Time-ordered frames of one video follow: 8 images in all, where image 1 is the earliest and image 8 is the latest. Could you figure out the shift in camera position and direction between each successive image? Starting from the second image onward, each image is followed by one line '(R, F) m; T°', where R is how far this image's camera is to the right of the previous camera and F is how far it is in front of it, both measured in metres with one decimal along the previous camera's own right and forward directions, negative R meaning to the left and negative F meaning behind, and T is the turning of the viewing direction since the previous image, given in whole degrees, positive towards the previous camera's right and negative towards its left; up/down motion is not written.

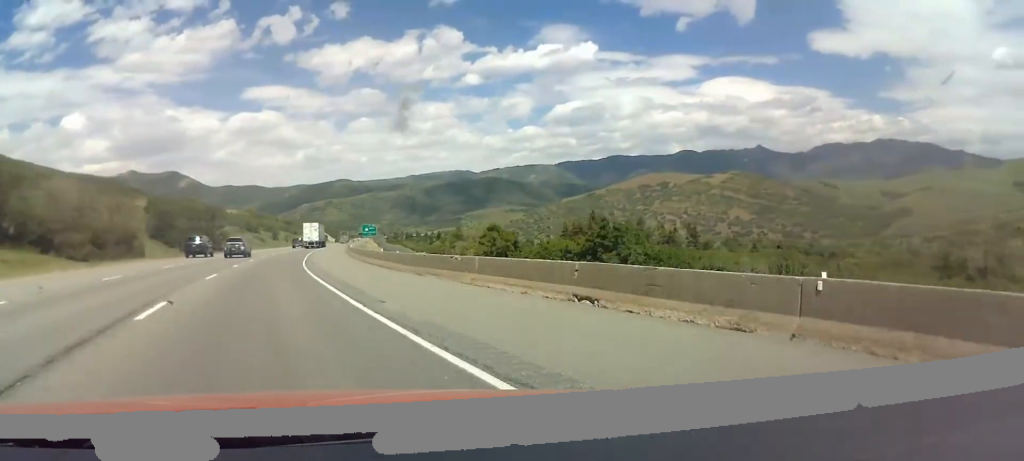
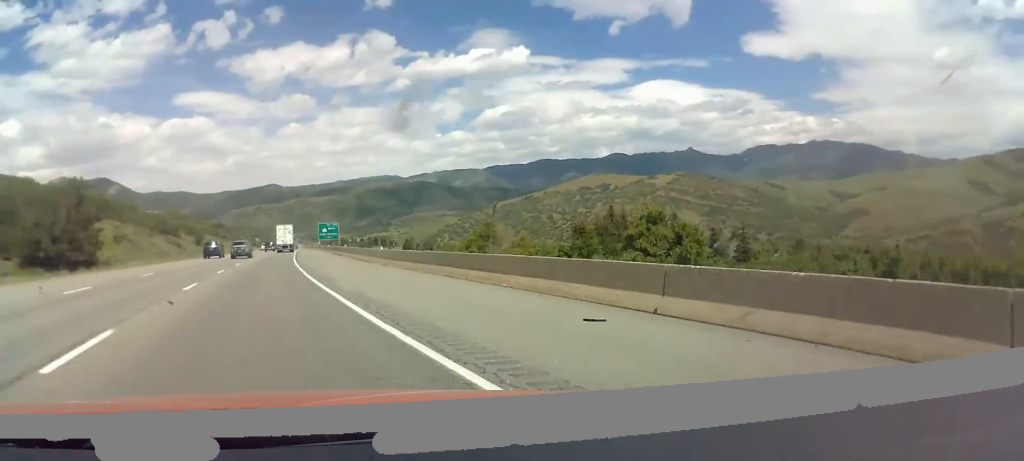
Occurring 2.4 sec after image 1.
(+4.8, +64.0) m; +4°
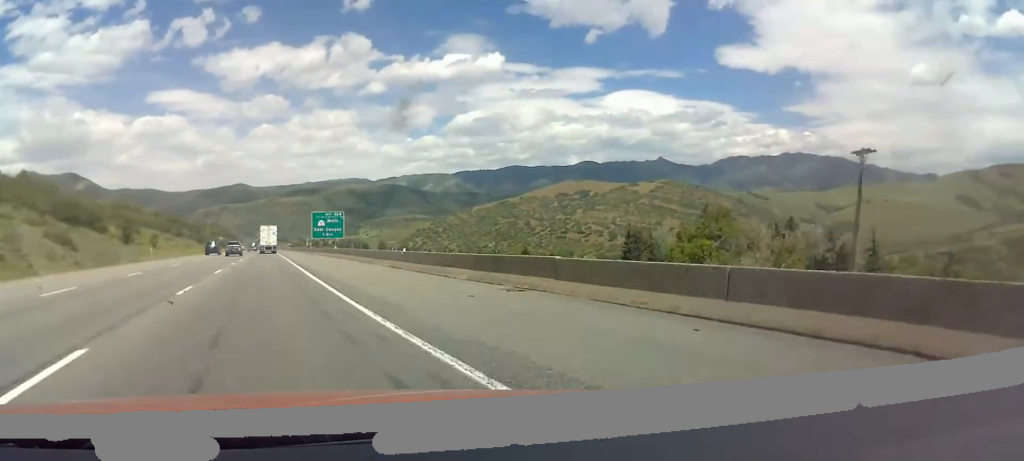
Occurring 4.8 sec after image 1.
(+2.3, +63.8) m; +3°
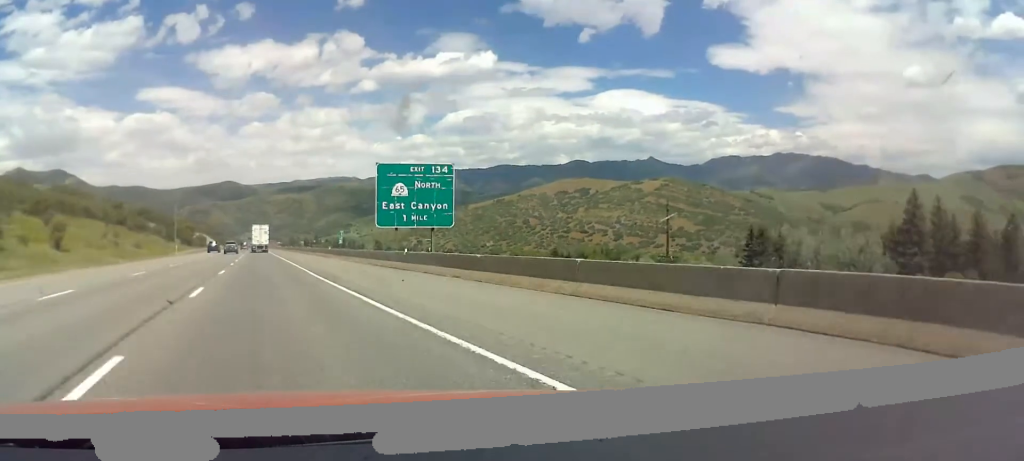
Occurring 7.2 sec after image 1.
(+1.0, +63.0) m; +1°
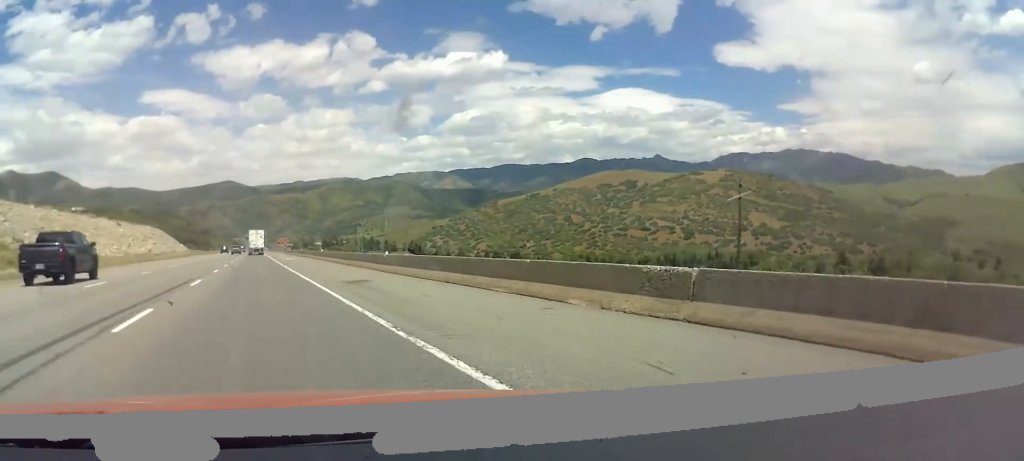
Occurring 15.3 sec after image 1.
(+1.2, +215.0) m; 0°
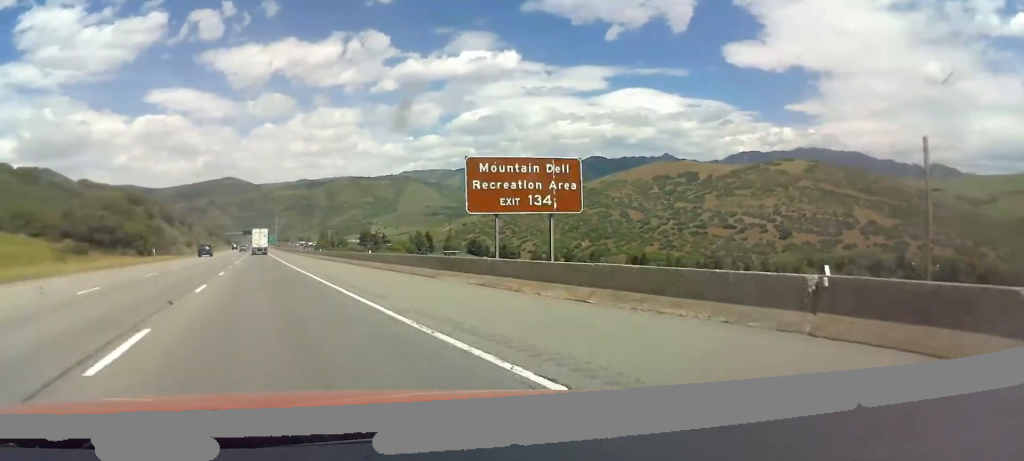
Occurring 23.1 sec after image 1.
(0.0, +210.3) m; 0°
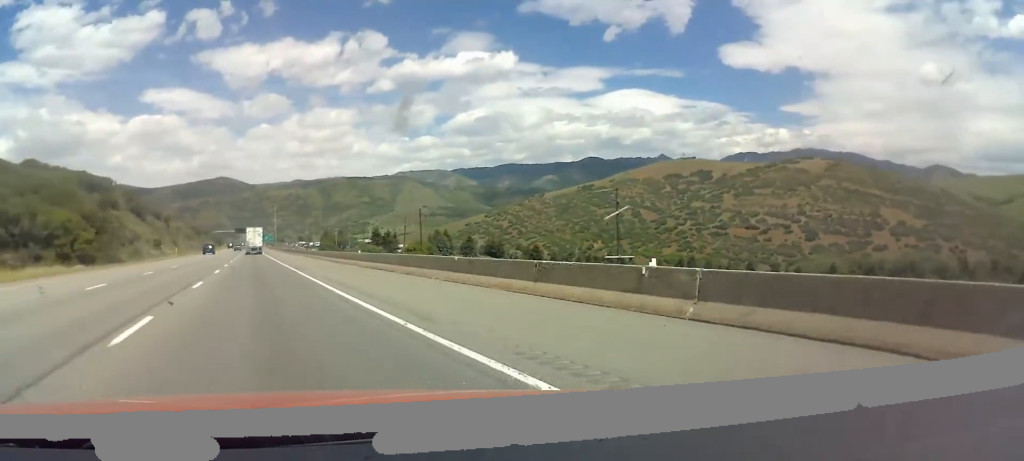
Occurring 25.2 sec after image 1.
(-0.1, +58.4) m; 0°
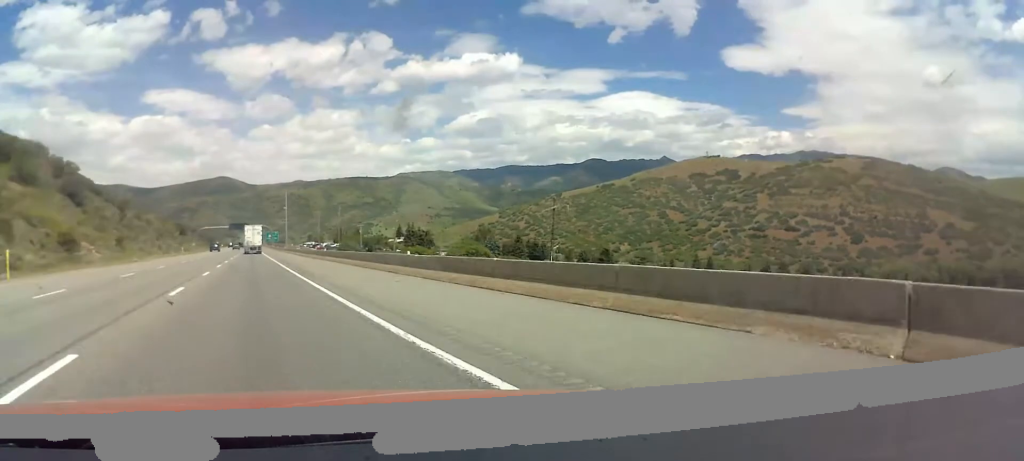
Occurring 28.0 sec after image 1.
(0.0, +76.7) m; 0°
